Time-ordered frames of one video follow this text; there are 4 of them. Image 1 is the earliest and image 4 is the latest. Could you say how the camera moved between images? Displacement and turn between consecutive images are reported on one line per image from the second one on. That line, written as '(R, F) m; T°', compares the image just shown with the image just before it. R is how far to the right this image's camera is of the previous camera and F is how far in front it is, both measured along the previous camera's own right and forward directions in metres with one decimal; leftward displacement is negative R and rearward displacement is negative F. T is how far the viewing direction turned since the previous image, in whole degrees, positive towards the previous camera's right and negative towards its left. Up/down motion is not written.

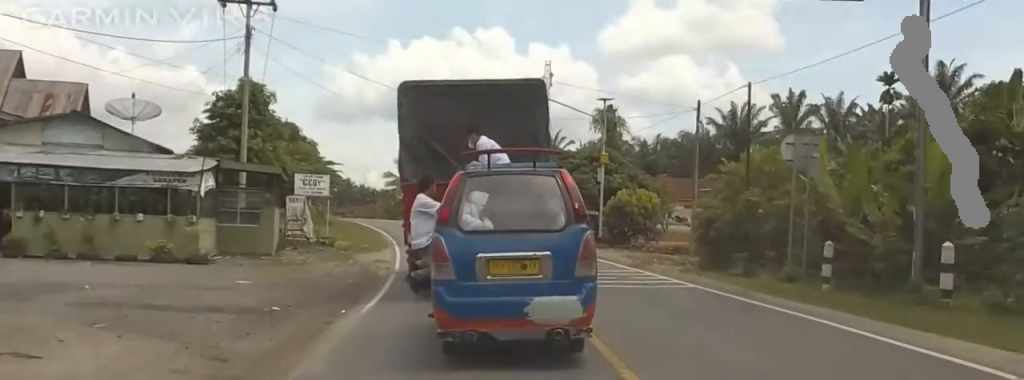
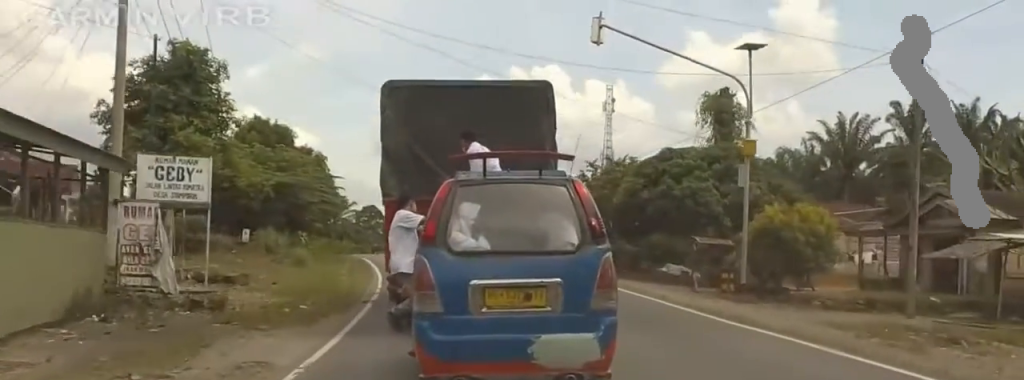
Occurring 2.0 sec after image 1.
(+0.1, +17.2) m; +5°
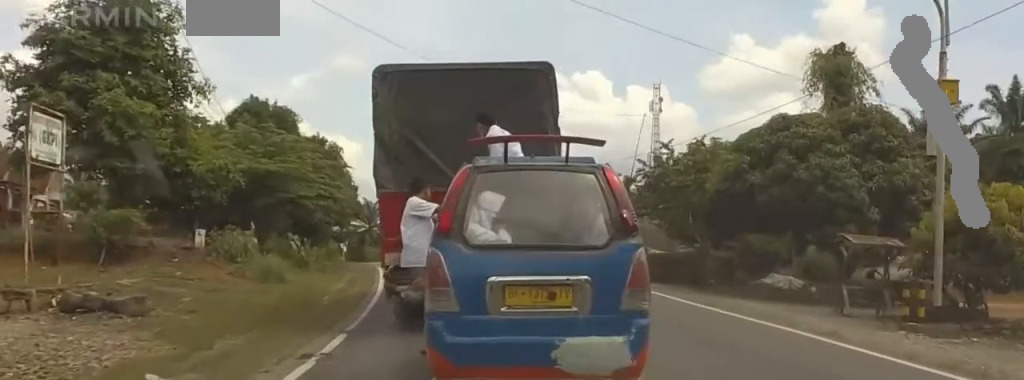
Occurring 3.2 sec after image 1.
(+0.4, +9.4) m; 0°
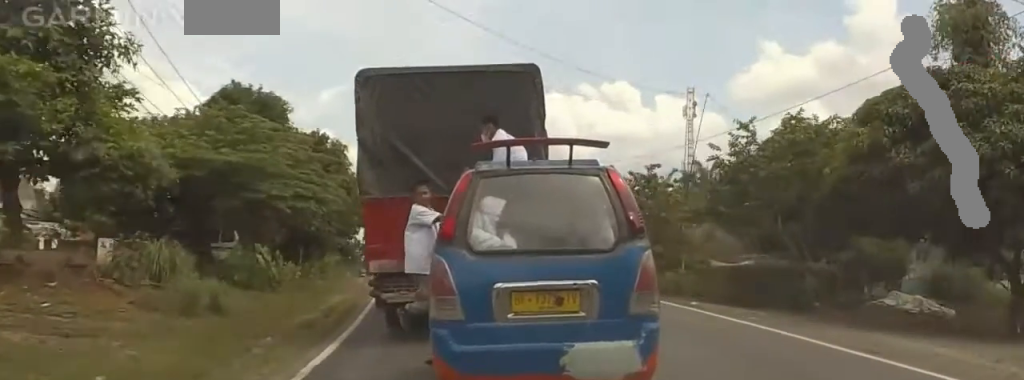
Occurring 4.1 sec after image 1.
(-0.4, +7.8) m; -1°
